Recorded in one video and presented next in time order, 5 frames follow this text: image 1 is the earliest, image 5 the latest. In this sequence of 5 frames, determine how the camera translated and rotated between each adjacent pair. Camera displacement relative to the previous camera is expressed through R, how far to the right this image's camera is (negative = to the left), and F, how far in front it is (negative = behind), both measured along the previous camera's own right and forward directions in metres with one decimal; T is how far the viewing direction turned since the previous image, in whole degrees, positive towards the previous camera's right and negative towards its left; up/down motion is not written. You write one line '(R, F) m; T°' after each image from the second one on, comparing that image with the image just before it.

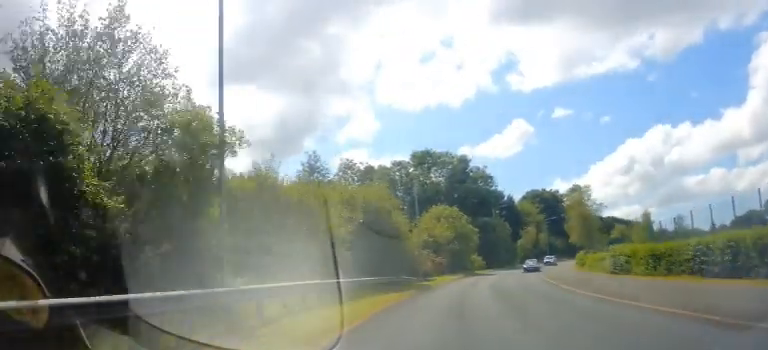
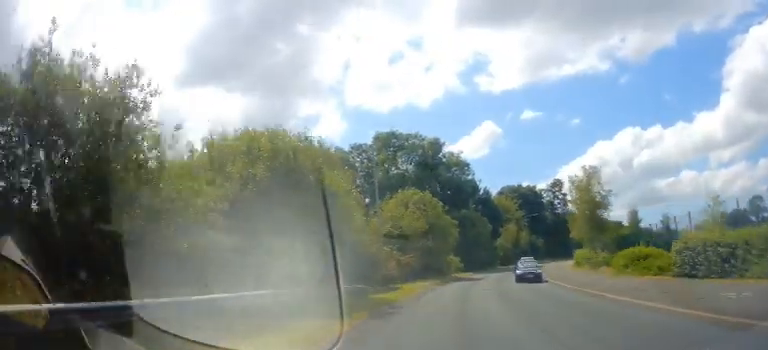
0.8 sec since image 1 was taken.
(+0.4, +11.7) m; +3°
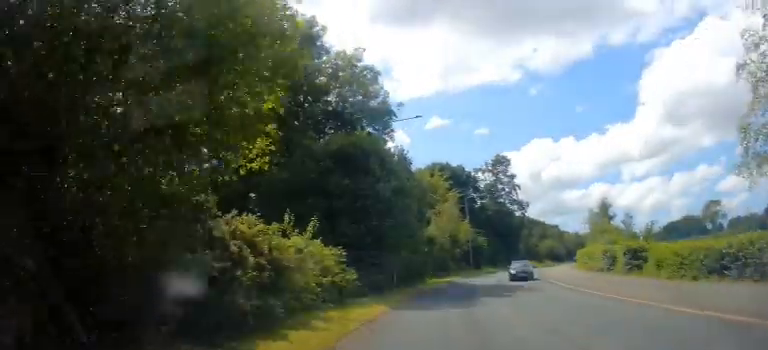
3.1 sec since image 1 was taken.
(+4.3, +36.0) m; +14°
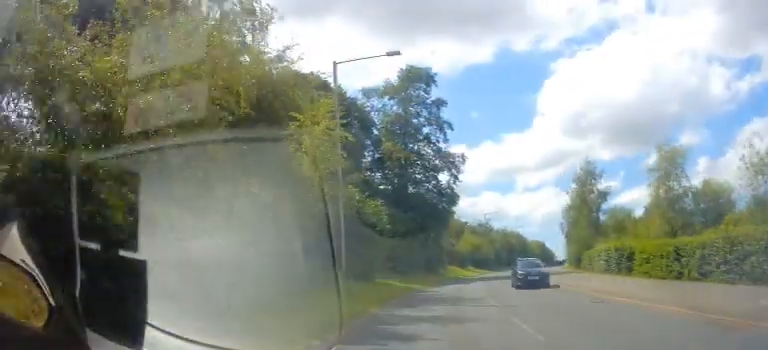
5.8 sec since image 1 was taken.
(+3.3, +41.8) m; +12°
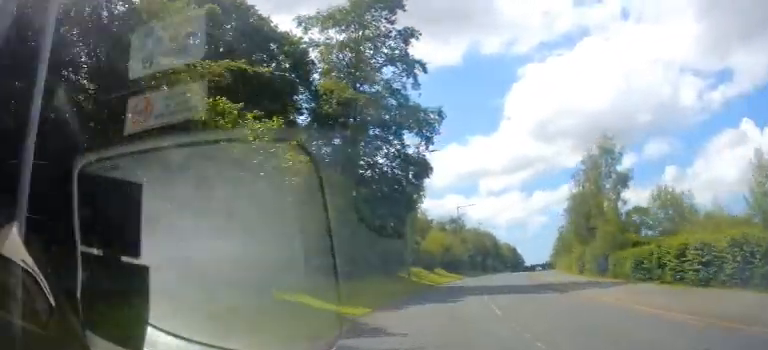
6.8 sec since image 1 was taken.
(+0.7, +14.7) m; +5°
